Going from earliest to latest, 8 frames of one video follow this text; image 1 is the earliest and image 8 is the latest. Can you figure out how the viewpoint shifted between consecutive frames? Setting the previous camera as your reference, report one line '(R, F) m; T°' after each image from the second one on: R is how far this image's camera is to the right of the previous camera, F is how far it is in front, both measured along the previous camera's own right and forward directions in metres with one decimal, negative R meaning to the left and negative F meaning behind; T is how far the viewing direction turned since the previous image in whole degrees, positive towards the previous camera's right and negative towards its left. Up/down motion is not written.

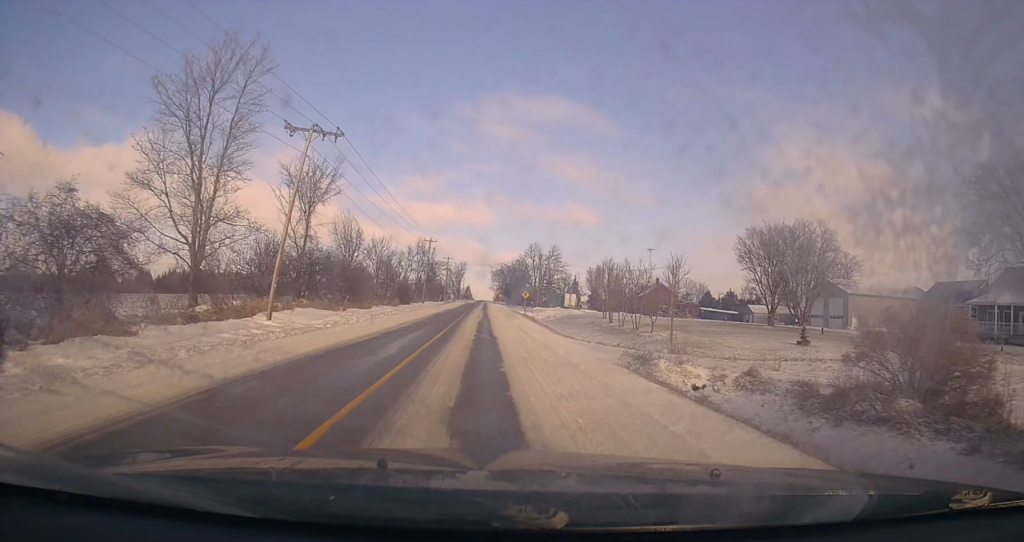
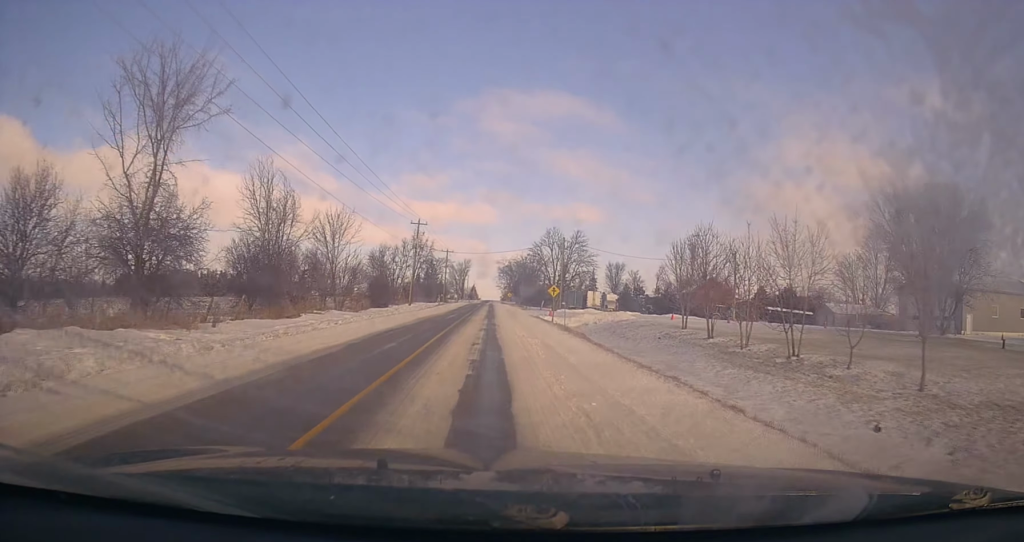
(+0.6, +22.9) m; 0°
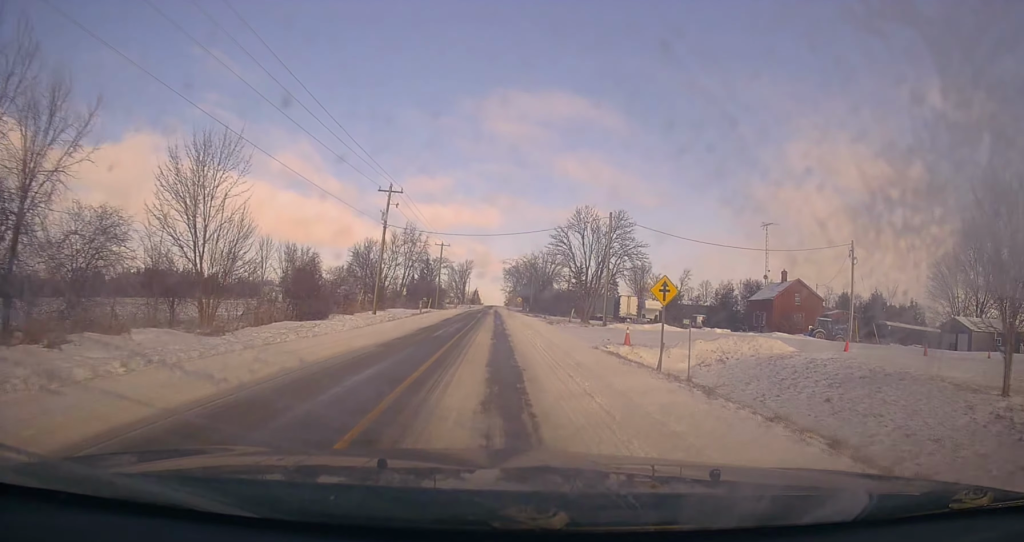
(-0.5, +24.7) m; -1°
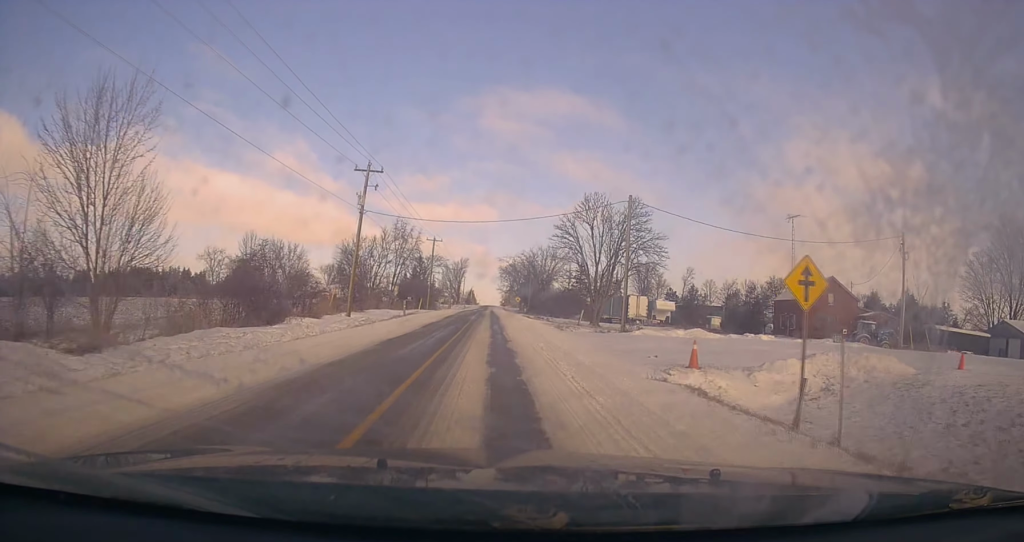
(0.0, +7.4) m; 0°
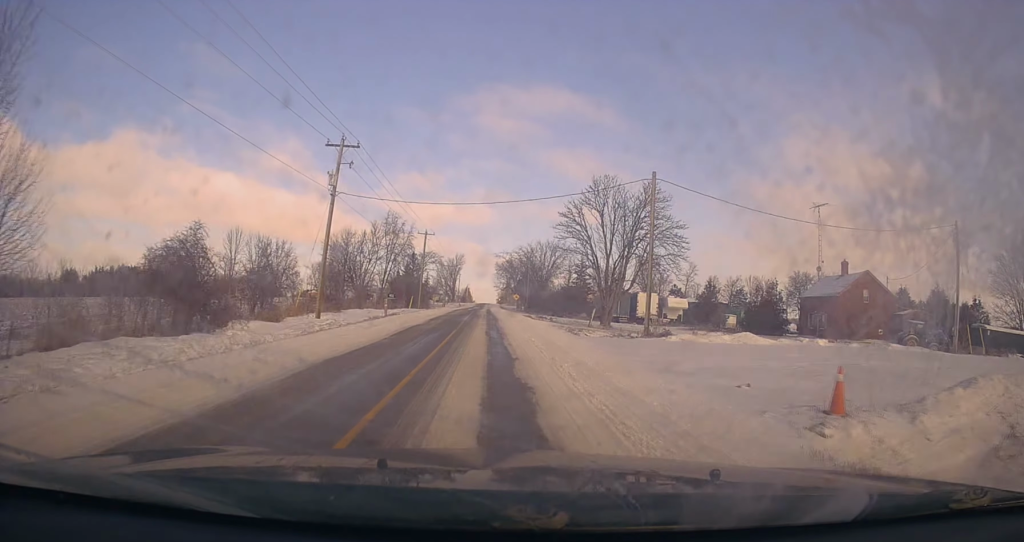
(0.0, +6.7) m; 0°
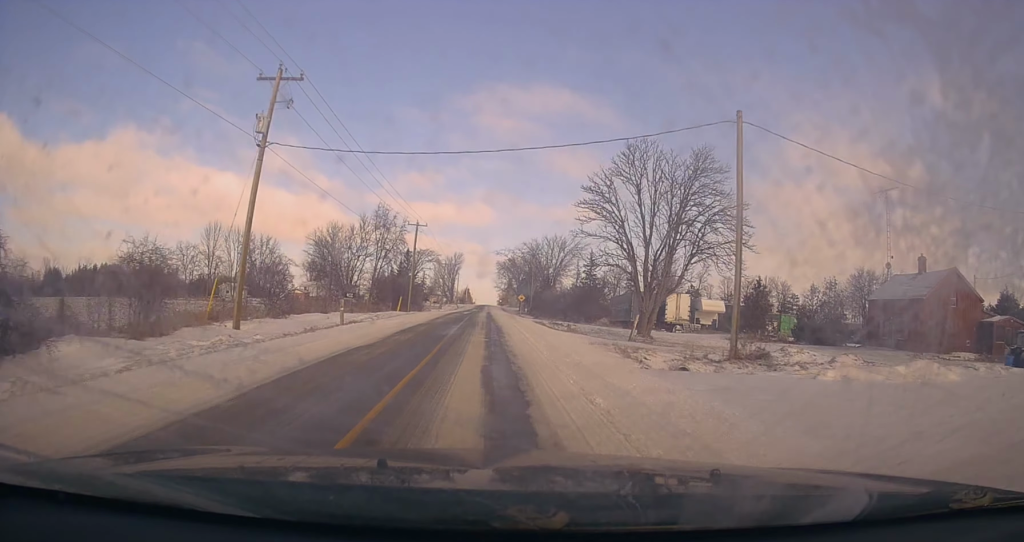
(+0.1, +11.5) m; 0°
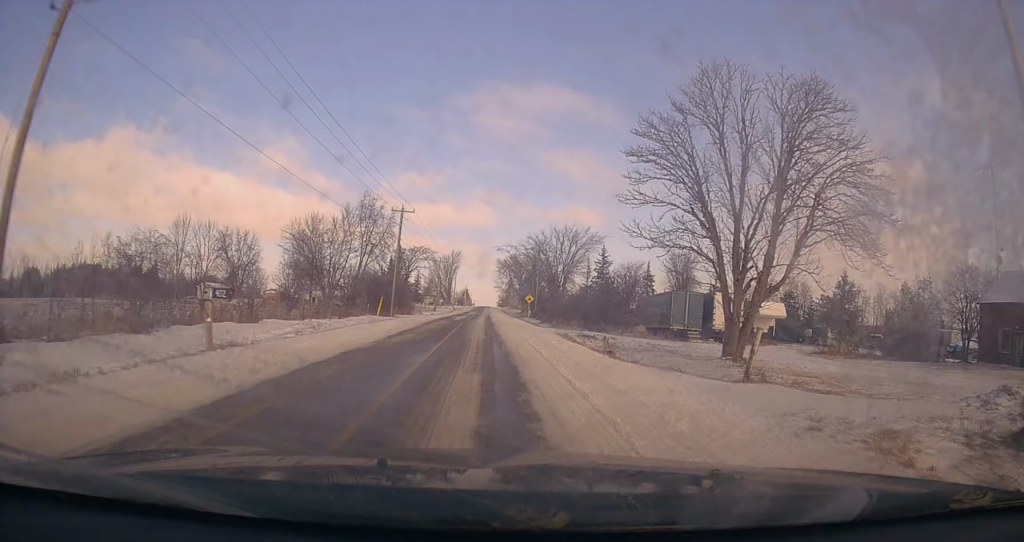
(+0.1, +13.4) m; 0°
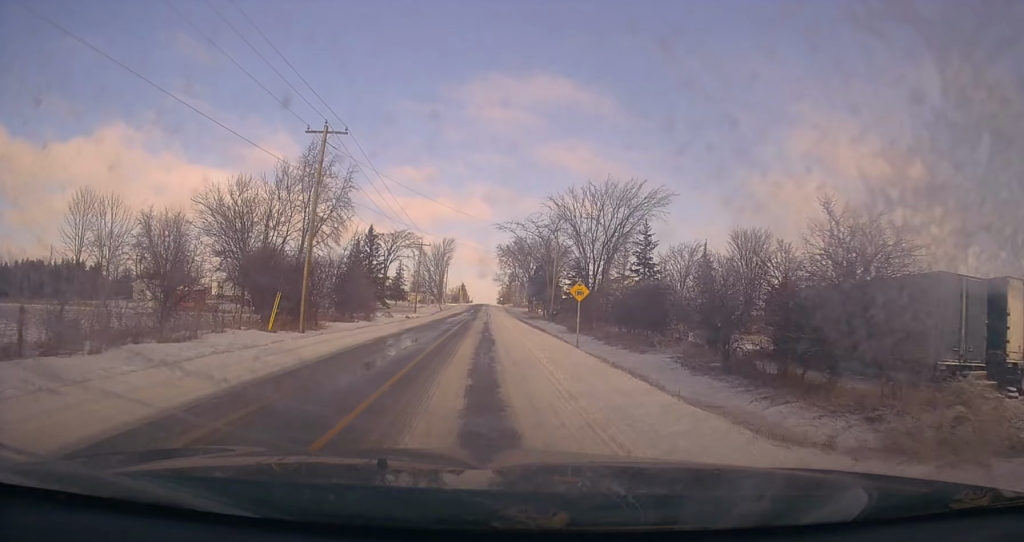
(-0.8, +30.0) m; -1°
